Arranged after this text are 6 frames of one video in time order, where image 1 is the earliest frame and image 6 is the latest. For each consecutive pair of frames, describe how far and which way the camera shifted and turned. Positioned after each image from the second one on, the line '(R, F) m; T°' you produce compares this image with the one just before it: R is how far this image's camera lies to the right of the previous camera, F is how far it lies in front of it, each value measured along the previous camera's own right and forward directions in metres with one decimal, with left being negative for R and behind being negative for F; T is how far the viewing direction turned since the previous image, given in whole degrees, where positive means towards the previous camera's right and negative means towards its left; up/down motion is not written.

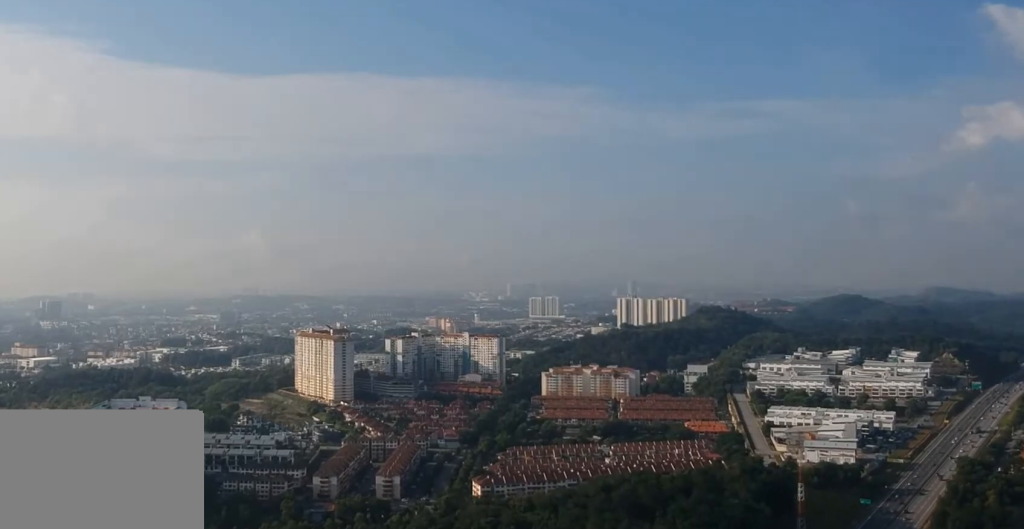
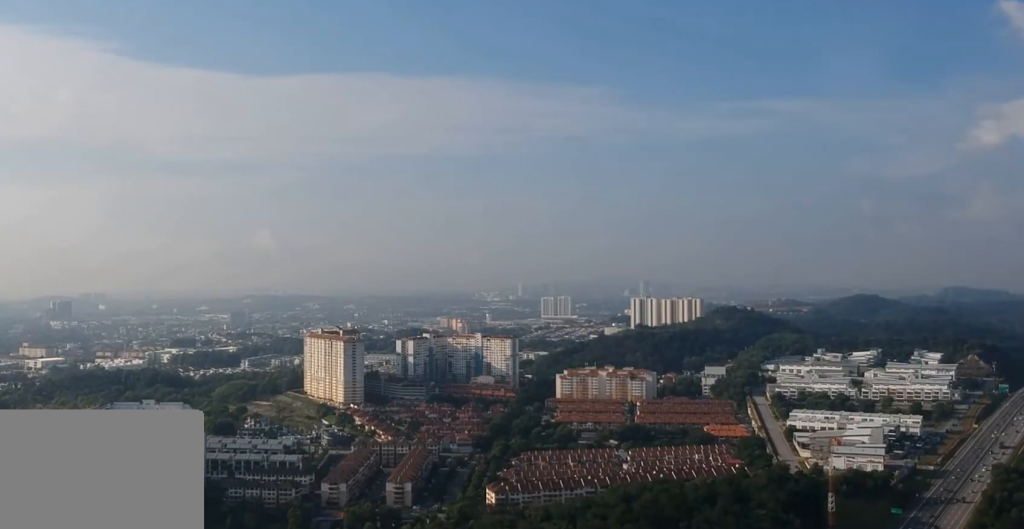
(+0.1, +25.3) m; +1°
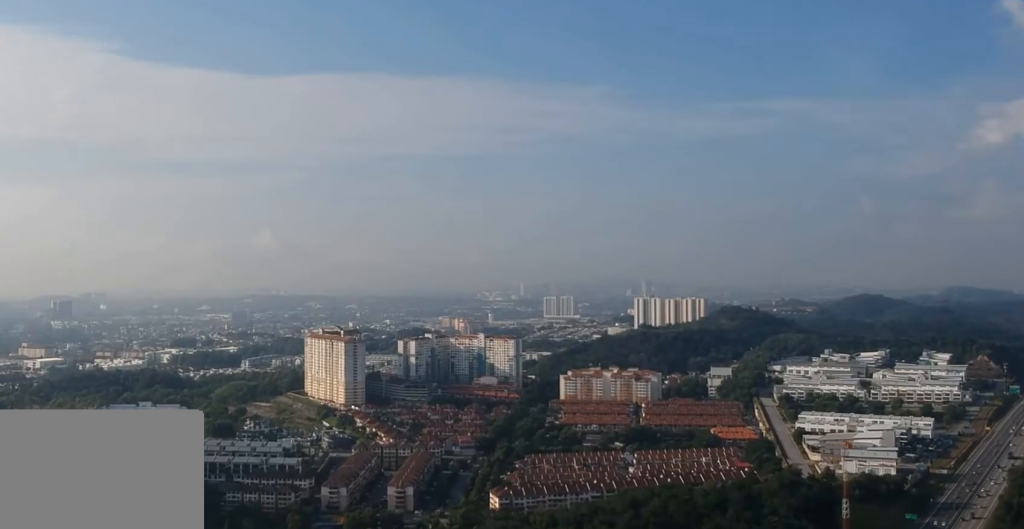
(+0.1, +15.7) m; 0°
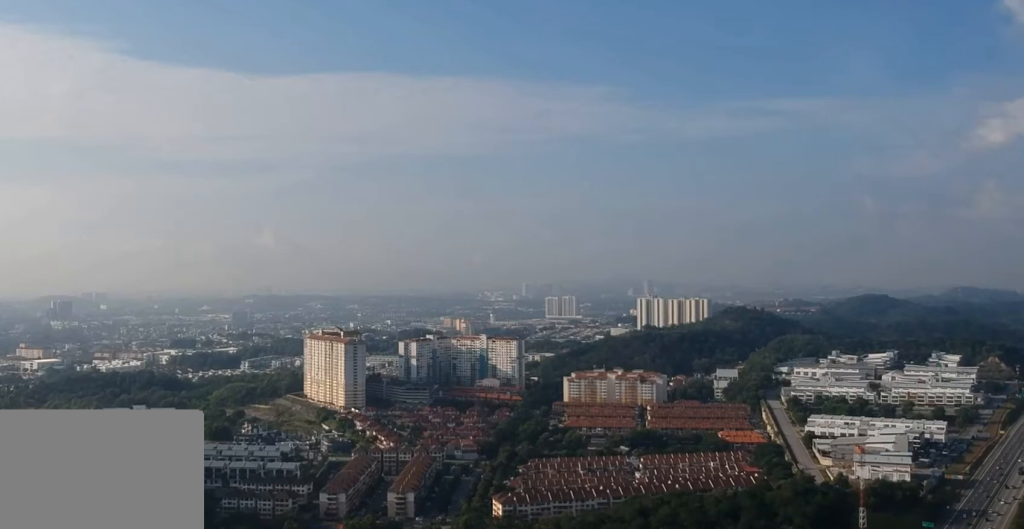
(-0.1, +18.8) m; 0°
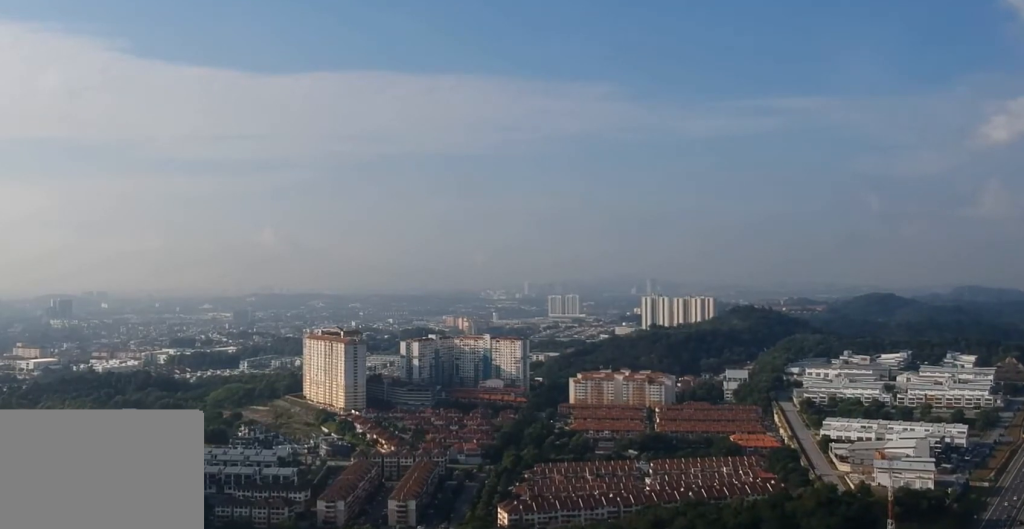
(+0.1, +28.7) m; 0°
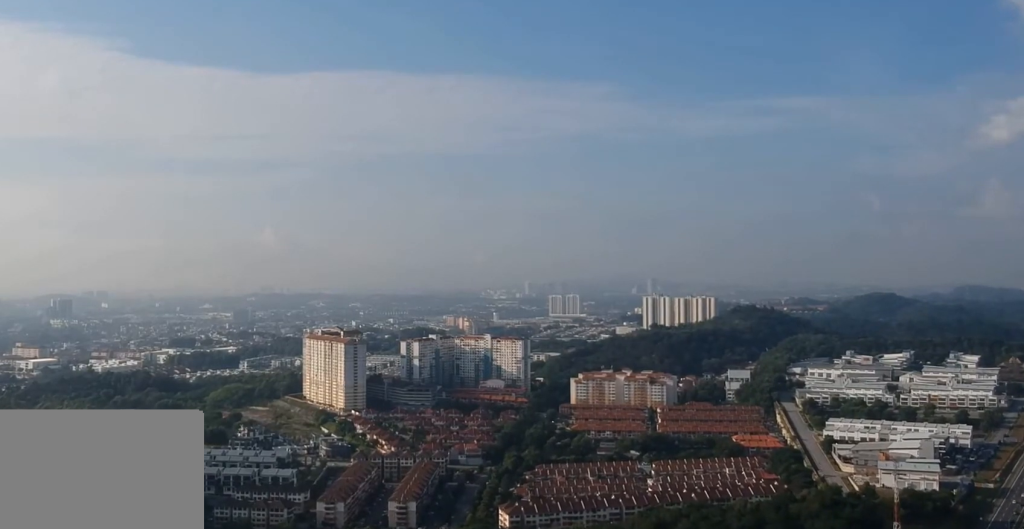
(0.0, +5.7) m; 0°
